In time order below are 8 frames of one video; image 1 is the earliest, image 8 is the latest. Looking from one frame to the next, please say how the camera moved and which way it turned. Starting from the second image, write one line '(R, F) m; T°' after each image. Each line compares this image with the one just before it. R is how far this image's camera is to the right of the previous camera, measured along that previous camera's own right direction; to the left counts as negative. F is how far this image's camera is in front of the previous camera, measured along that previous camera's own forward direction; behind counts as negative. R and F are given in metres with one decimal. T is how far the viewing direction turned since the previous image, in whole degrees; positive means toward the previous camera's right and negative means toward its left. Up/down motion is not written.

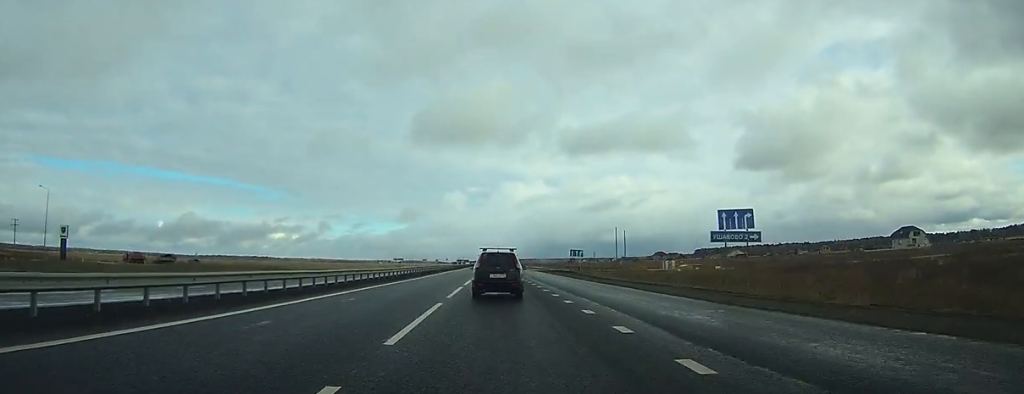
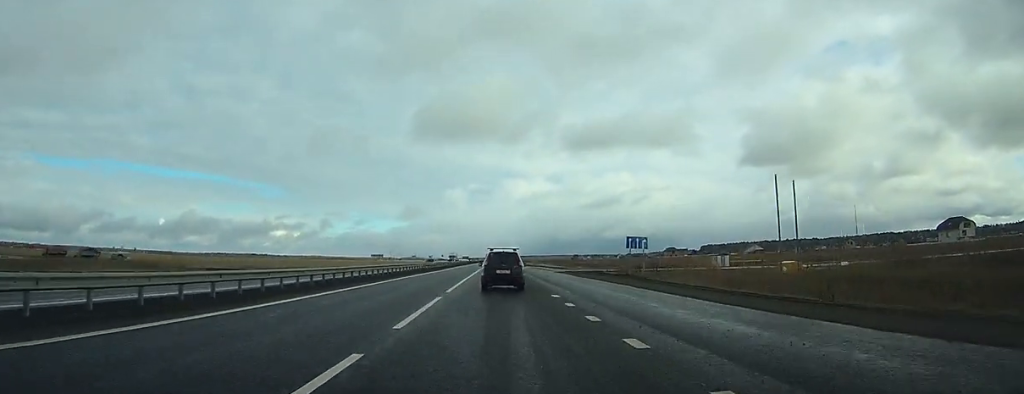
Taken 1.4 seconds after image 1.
(-0.1, +35.0) m; 0°
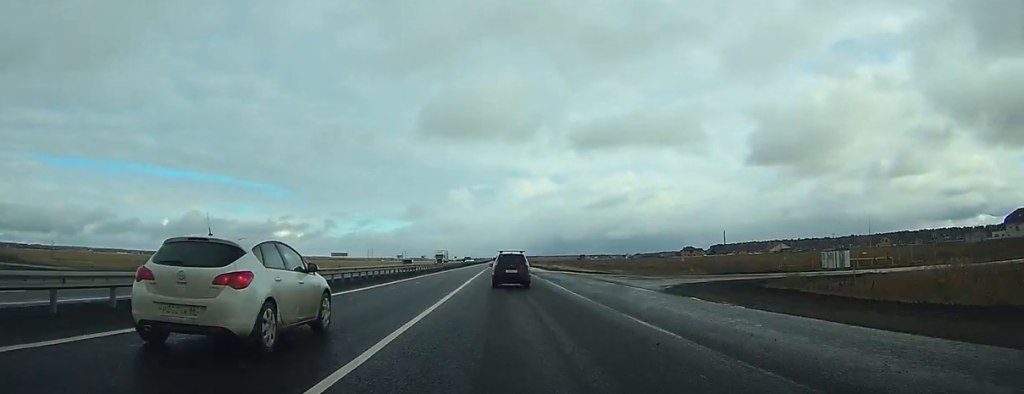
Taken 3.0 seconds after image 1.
(0.0, +40.7) m; 0°
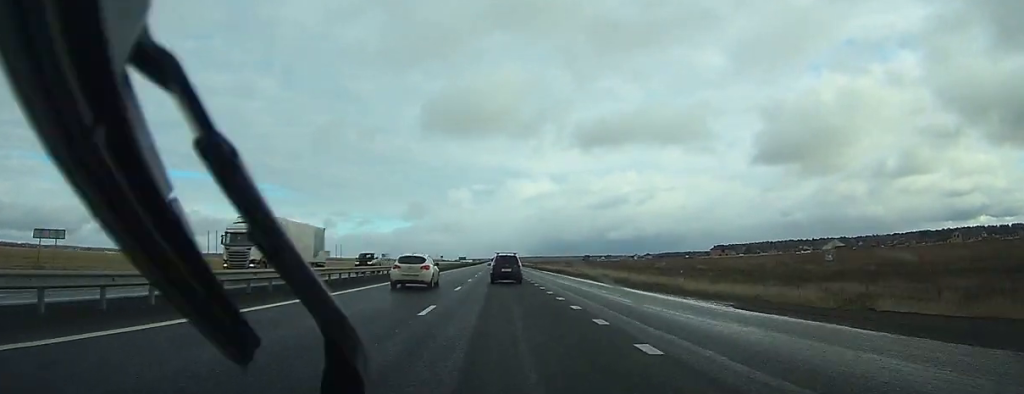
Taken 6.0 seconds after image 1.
(+0.3, +75.2) m; 0°
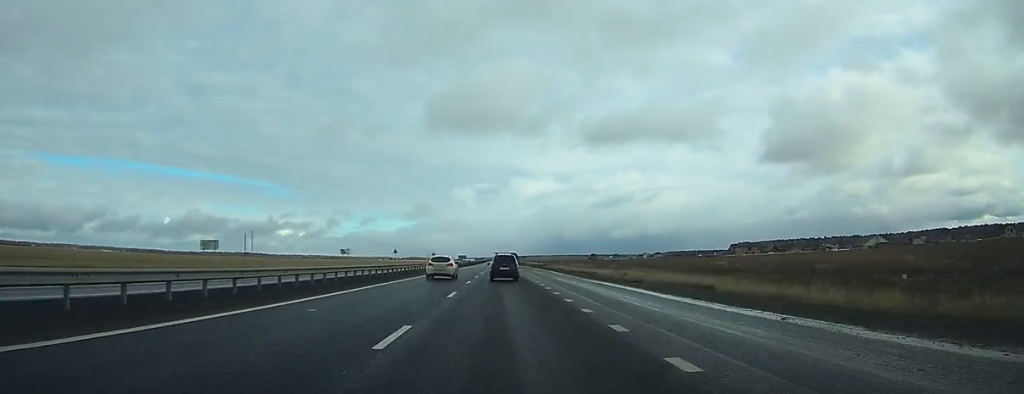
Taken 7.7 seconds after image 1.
(+0.1, +40.2) m; 0°
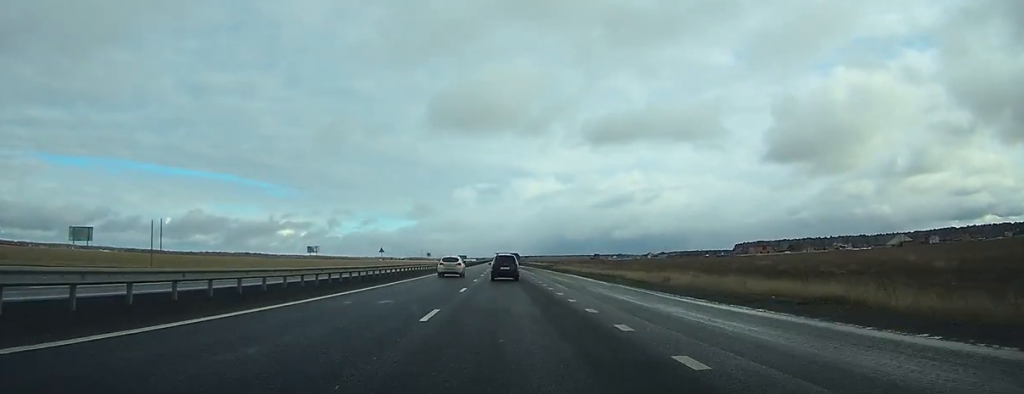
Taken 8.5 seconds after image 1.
(0.0, +19.3) m; 0°
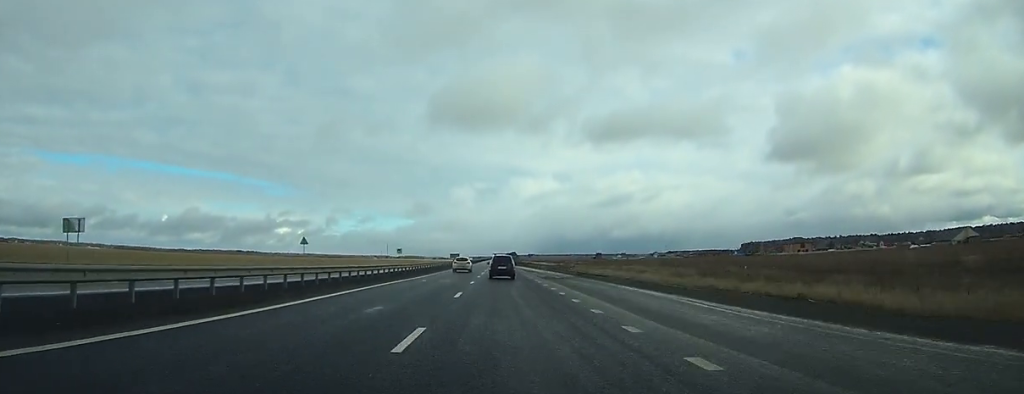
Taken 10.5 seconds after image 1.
(0.0, +50.6) m; 0°
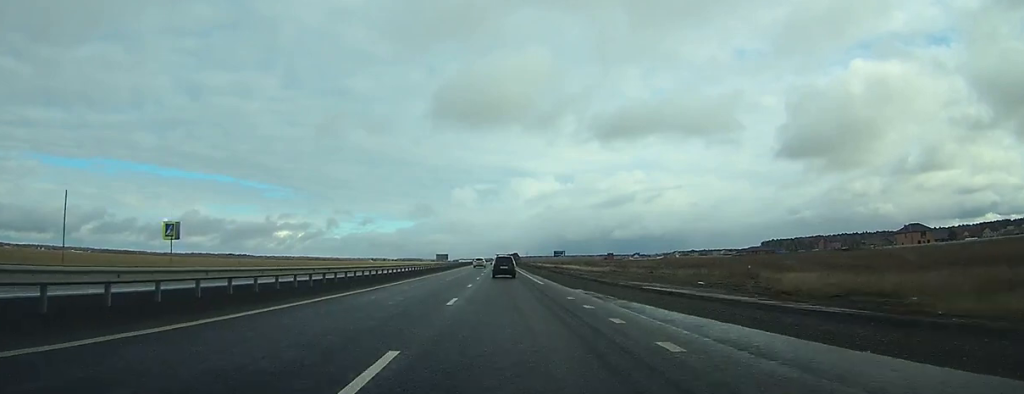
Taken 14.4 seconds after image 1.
(-0.2, +102.4) m; 0°
